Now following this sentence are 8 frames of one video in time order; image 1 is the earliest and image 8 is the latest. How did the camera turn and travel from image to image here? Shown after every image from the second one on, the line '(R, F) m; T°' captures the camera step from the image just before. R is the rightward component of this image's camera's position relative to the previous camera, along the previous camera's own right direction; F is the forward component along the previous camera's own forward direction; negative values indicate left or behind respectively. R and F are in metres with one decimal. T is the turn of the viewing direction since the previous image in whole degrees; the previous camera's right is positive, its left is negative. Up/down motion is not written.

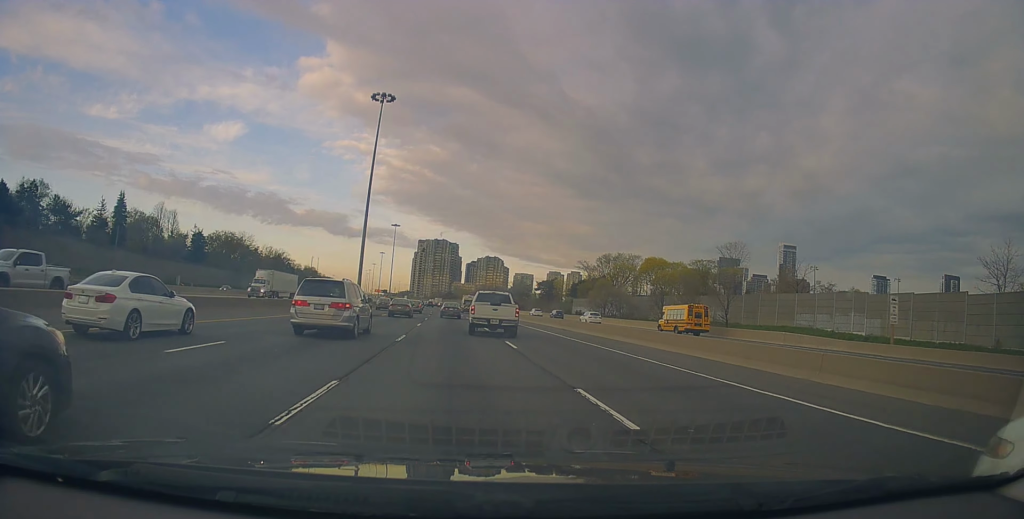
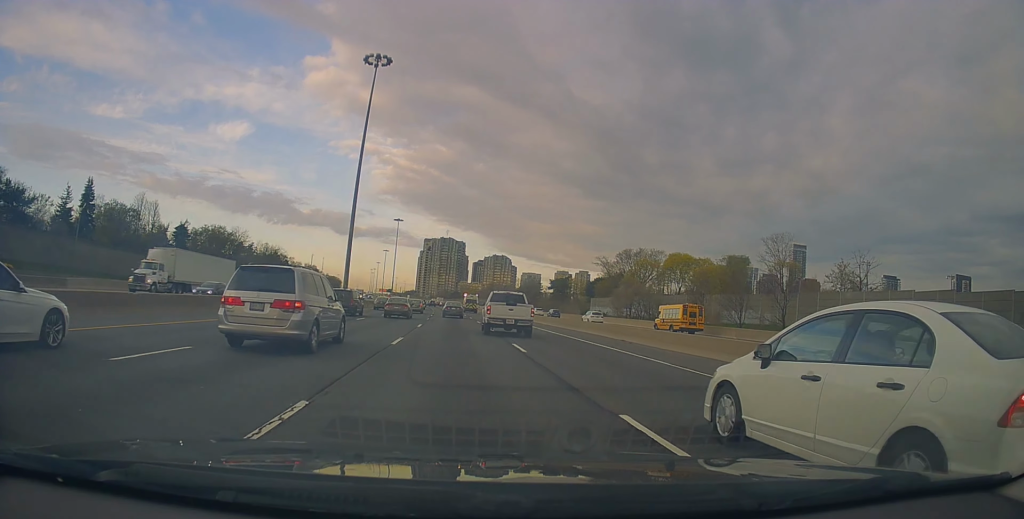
(+0.1, +13.9) m; 0°
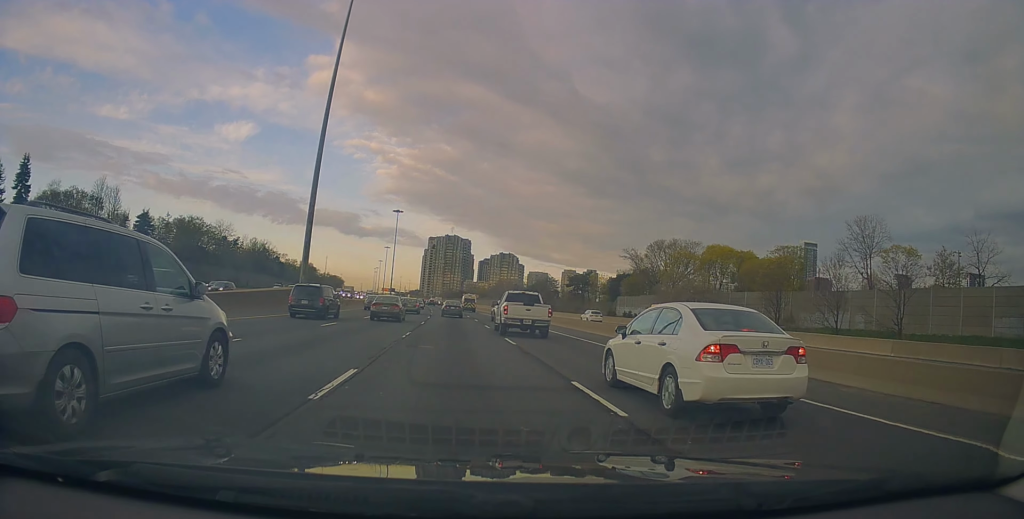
(-0.3, +20.7) m; -1°
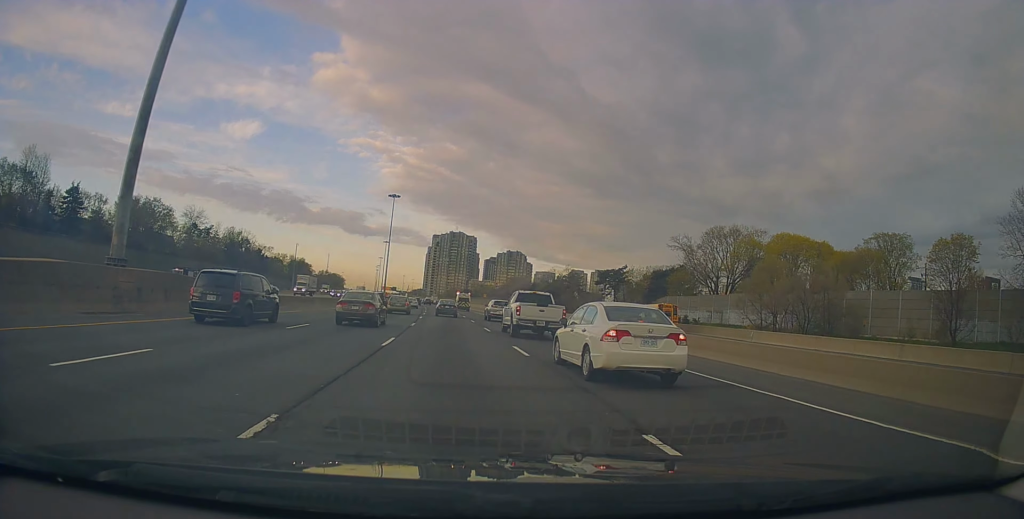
(-0.5, +27.5) m; -2°
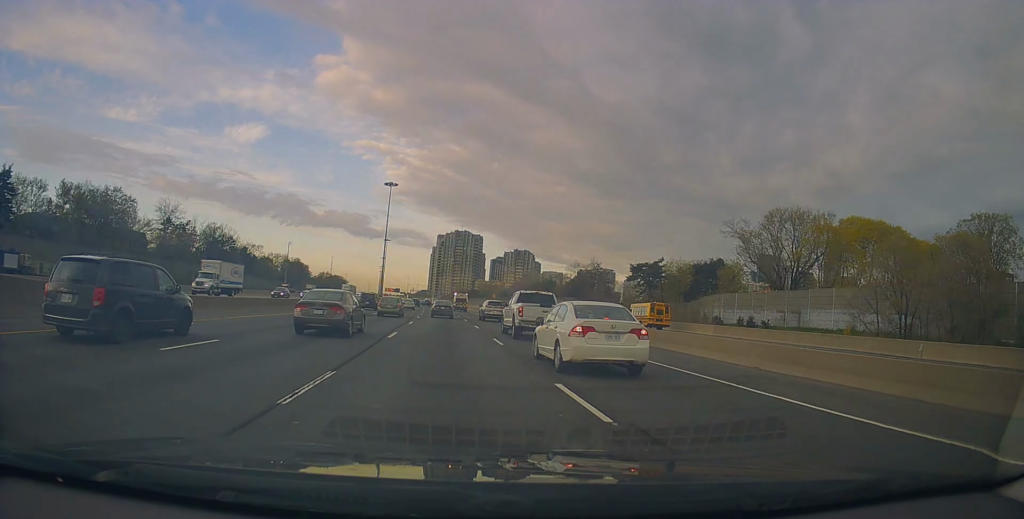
(-0.3, +20.4) m; 0°
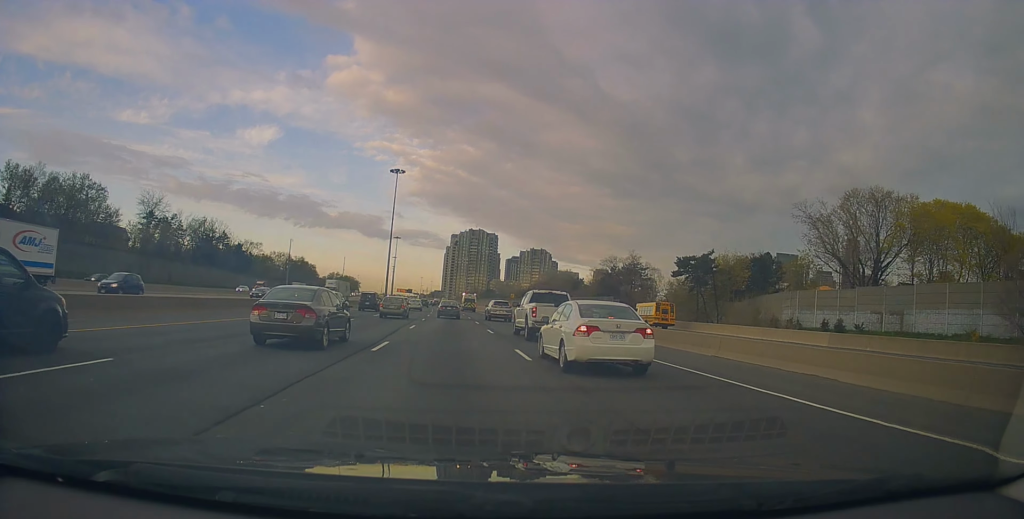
(+0.5, +16.6) m; +1°
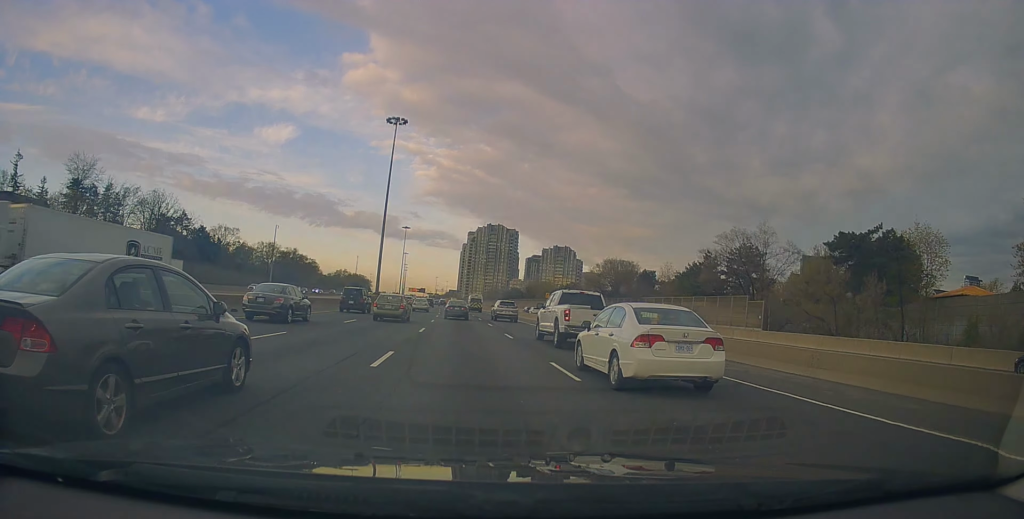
(-1.7, +37.8) m; -4°
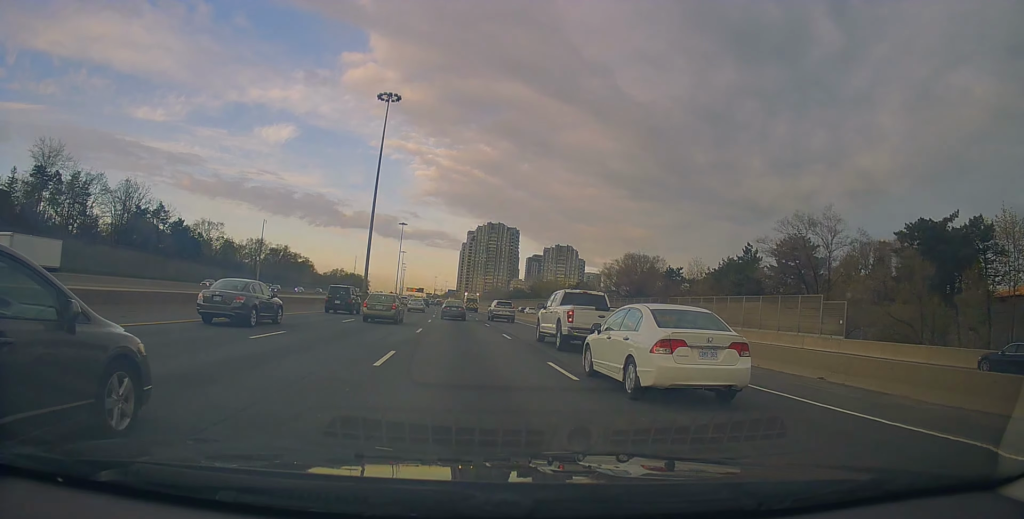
(0.0, +11.9) m; 0°
